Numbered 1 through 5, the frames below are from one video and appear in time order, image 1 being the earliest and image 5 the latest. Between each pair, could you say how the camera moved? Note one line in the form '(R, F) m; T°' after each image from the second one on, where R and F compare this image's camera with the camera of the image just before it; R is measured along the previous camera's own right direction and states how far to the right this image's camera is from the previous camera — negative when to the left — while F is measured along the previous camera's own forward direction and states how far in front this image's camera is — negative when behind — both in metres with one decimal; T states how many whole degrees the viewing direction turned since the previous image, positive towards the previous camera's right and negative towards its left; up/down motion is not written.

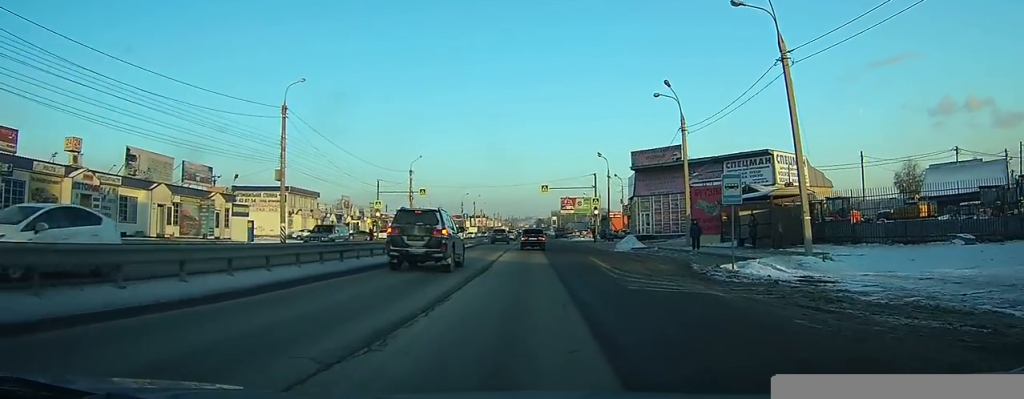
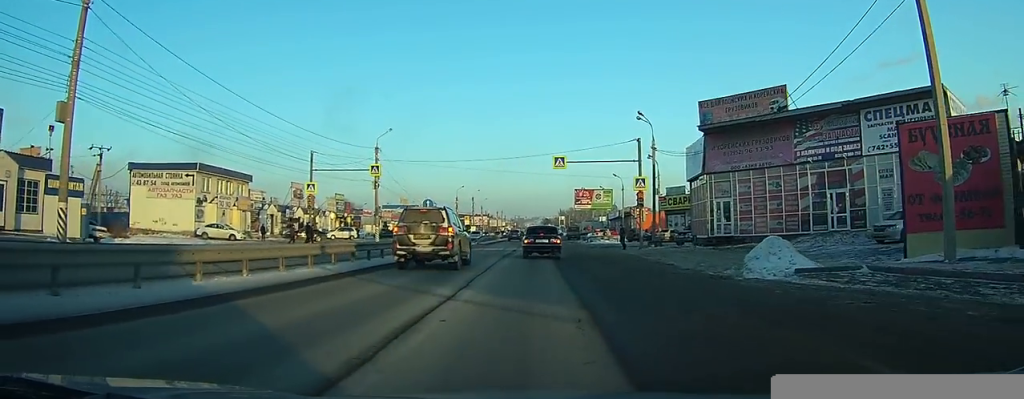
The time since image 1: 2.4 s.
(-0.2, +27.8) m; -1°
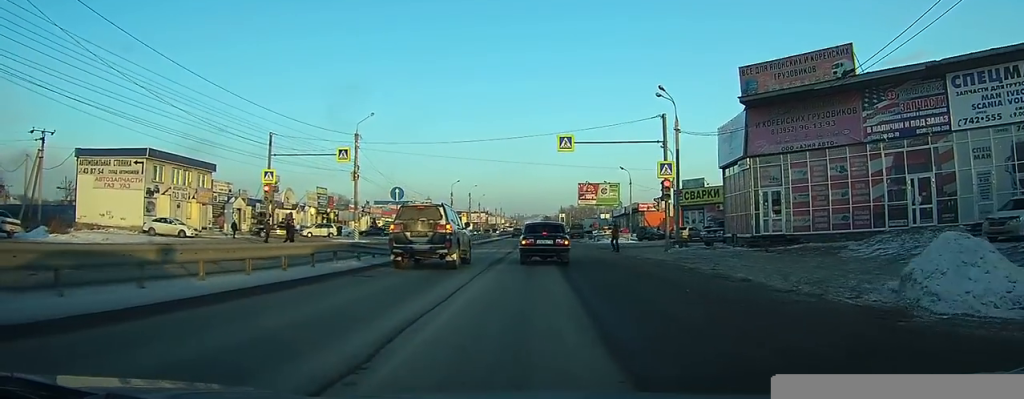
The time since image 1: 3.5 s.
(-0.1, +10.4) m; -1°
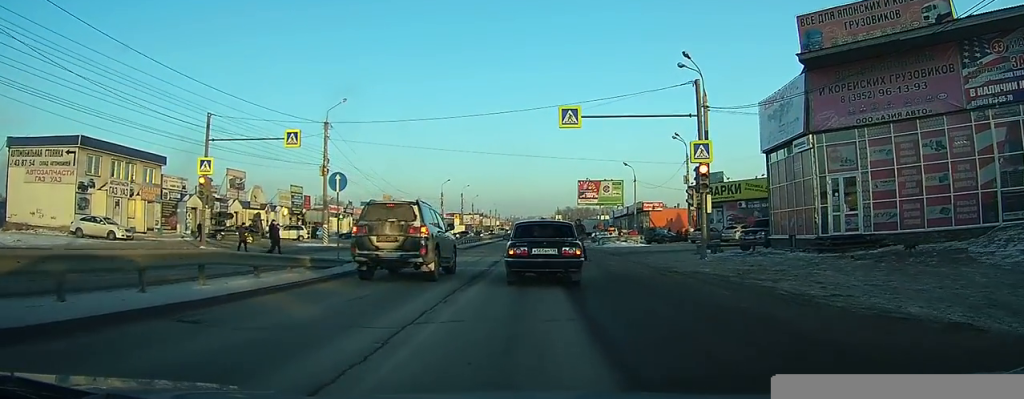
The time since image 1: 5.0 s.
(-0.1, +11.3) m; +1°
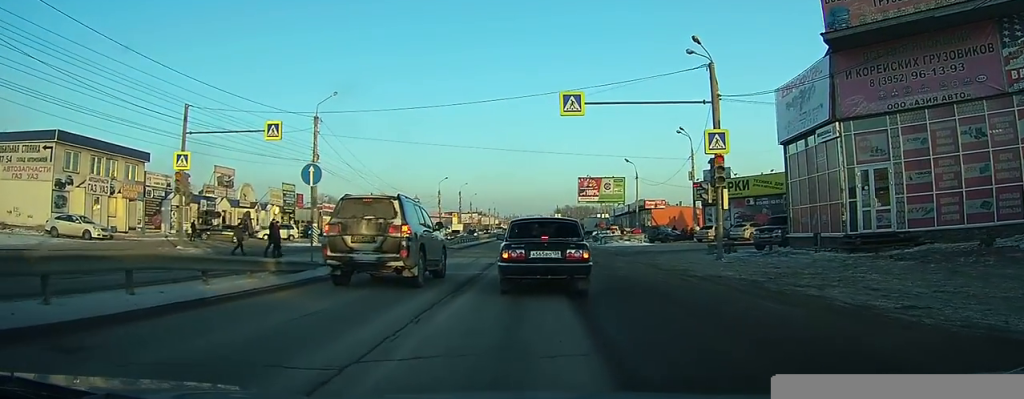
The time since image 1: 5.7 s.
(0.0, +3.8) m; +1°
